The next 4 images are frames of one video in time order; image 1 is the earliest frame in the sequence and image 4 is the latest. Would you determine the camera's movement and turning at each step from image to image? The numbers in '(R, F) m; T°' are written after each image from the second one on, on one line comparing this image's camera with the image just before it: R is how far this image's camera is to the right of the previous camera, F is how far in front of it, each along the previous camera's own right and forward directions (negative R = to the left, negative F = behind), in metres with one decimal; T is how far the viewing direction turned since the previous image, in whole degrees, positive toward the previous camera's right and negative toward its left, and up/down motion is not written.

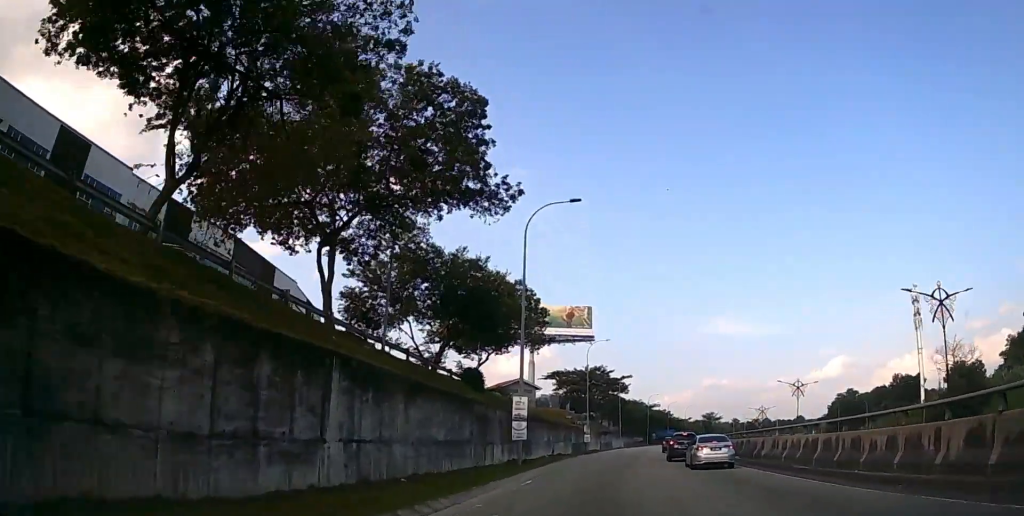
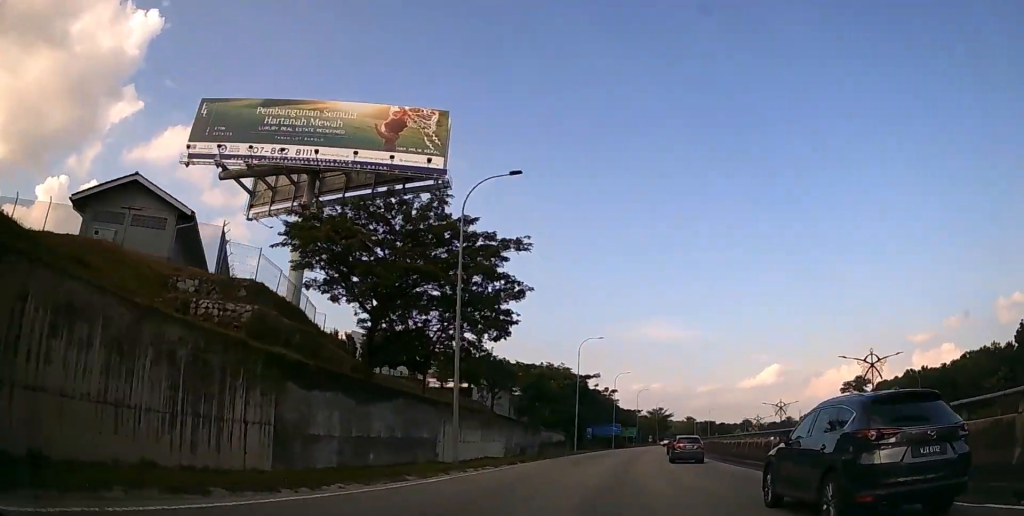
(+4.7, +71.5) m; +8°
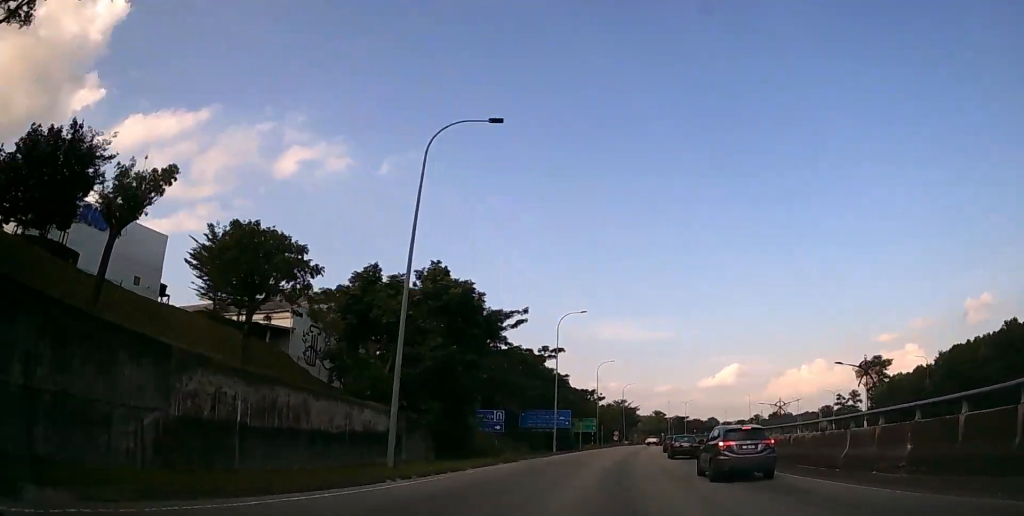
(+1.5, +40.9) m; +4°
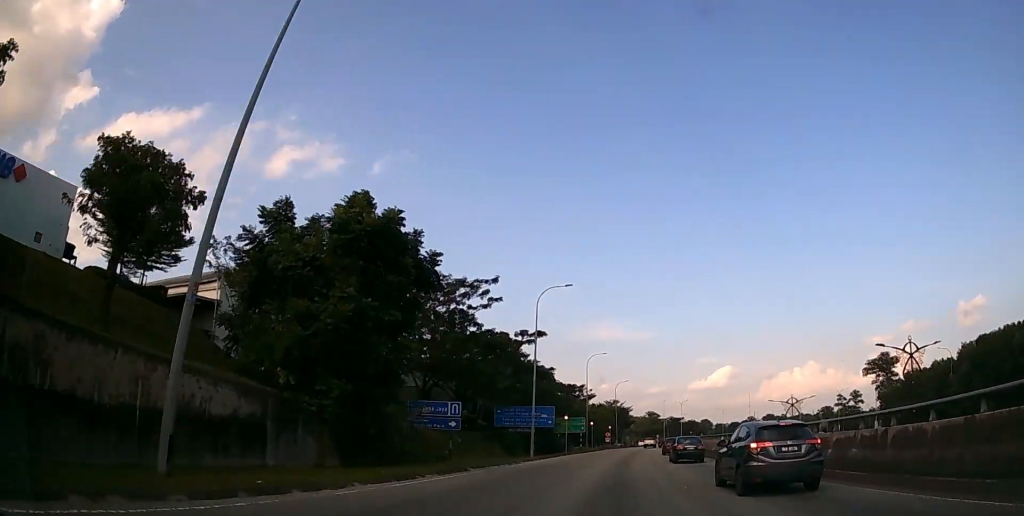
(+0.1, +9.1) m; +1°
